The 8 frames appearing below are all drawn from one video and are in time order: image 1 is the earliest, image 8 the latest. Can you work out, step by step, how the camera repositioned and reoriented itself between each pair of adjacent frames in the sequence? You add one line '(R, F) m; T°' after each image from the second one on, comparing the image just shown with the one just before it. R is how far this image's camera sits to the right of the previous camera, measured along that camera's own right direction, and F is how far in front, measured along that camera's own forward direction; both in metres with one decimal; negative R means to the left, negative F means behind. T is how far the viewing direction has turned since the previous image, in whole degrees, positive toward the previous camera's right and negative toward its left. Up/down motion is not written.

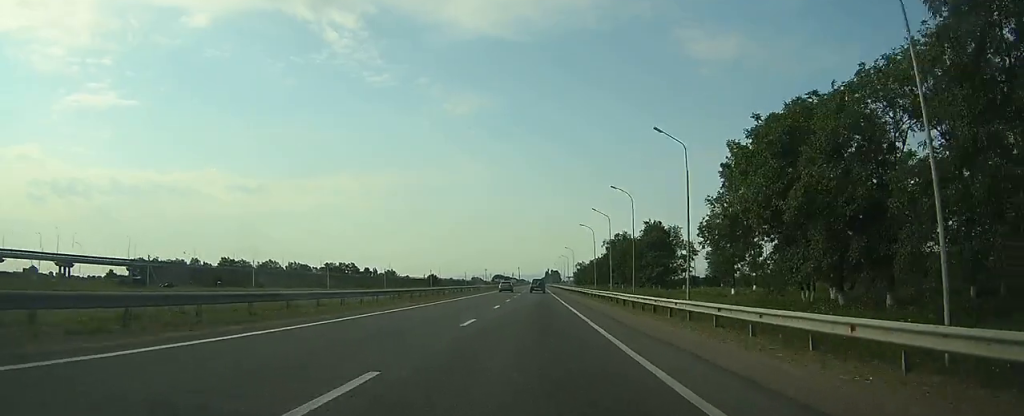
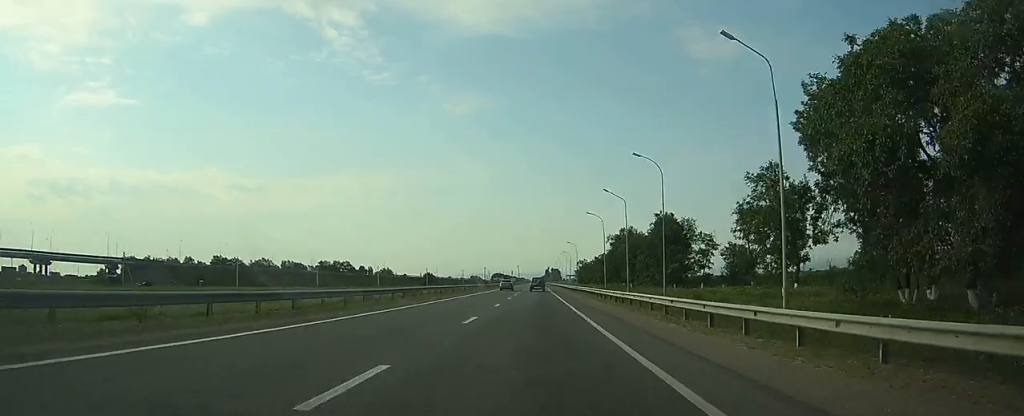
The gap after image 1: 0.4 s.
(0.0, +11.4) m; 0°
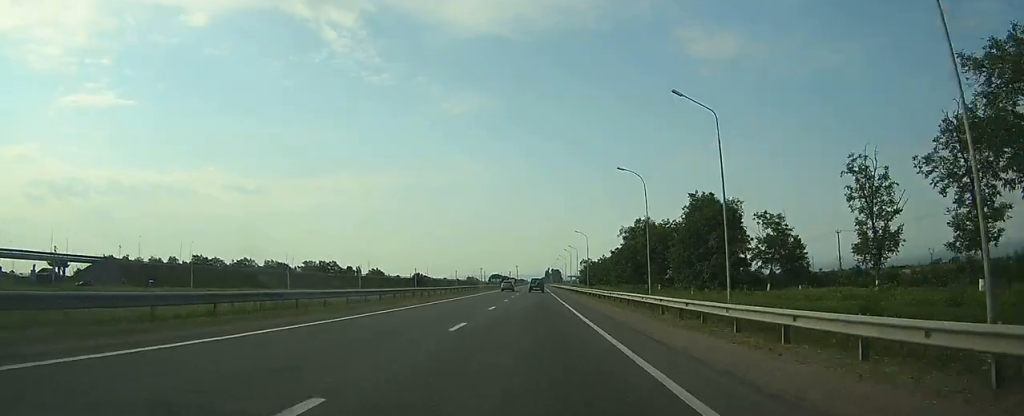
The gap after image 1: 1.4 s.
(0.0, +26.5) m; 0°
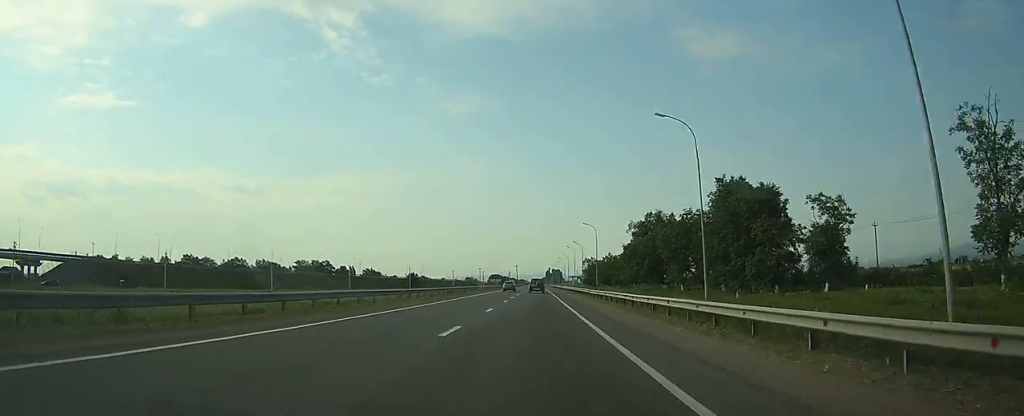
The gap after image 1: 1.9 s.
(0.0, +13.3) m; 0°
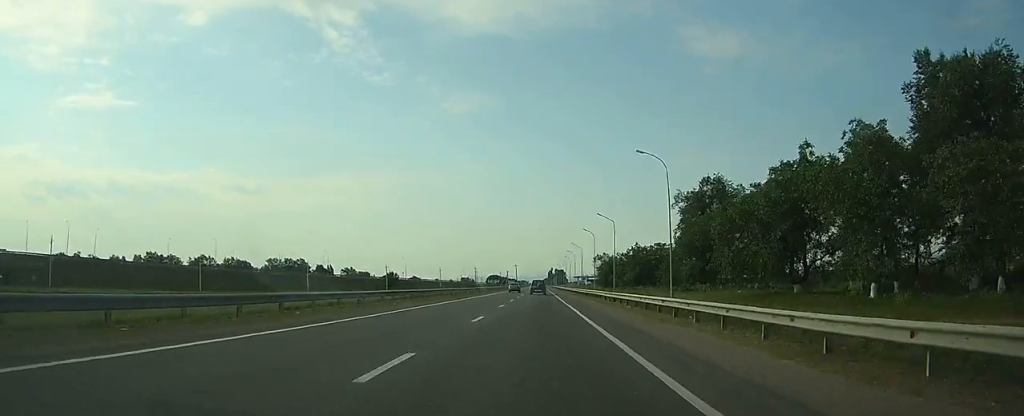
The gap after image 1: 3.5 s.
(0.0, +42.5) m; 0°
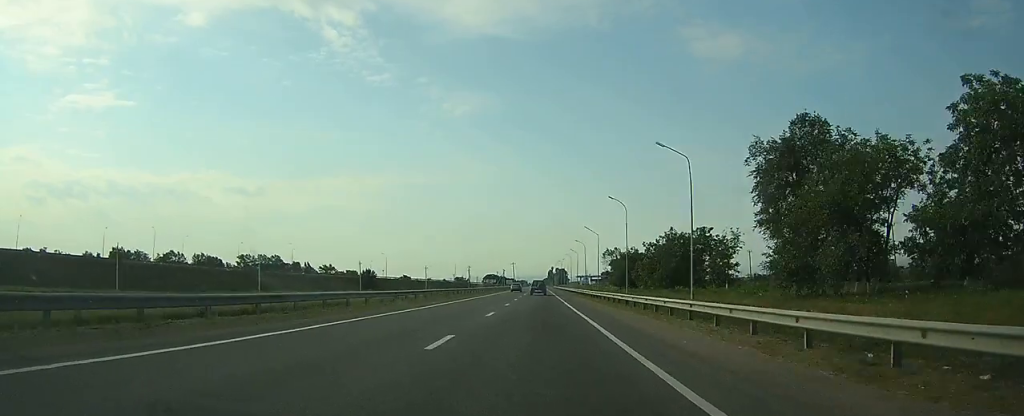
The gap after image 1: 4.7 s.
(-0.1, +31.9) m; 0°
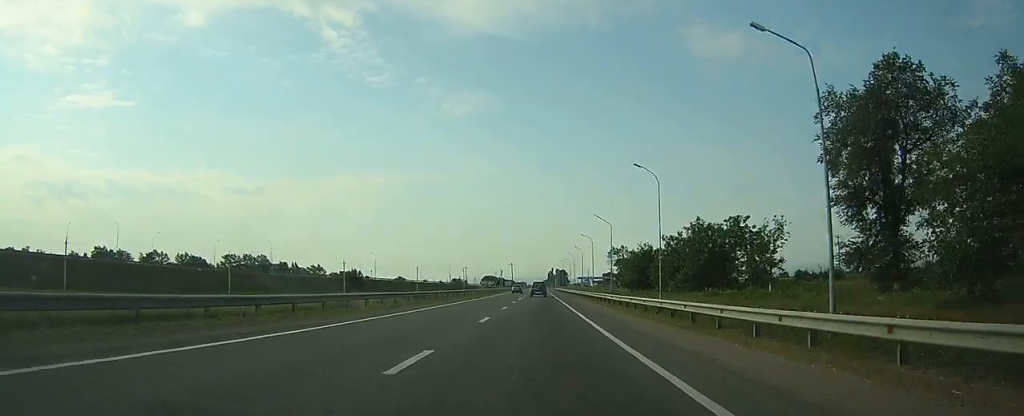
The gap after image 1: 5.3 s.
(0.0, +15.1) m; 0°
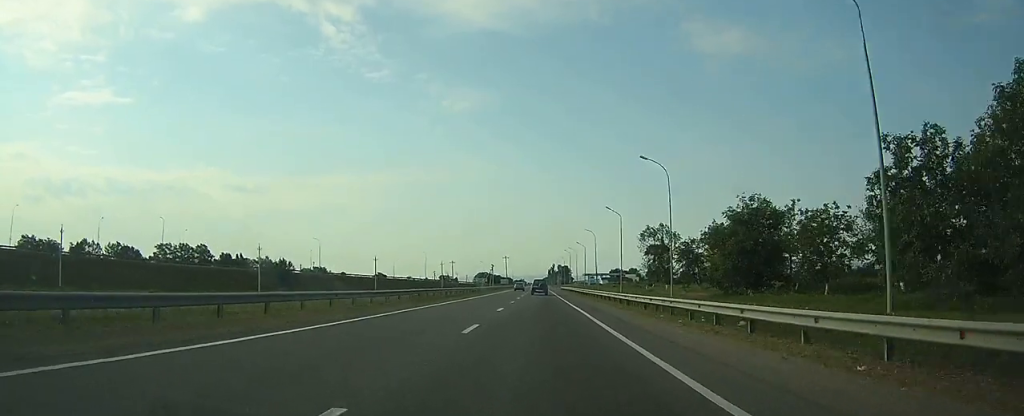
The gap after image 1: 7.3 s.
(+0.1, +53.4) m; 0°
